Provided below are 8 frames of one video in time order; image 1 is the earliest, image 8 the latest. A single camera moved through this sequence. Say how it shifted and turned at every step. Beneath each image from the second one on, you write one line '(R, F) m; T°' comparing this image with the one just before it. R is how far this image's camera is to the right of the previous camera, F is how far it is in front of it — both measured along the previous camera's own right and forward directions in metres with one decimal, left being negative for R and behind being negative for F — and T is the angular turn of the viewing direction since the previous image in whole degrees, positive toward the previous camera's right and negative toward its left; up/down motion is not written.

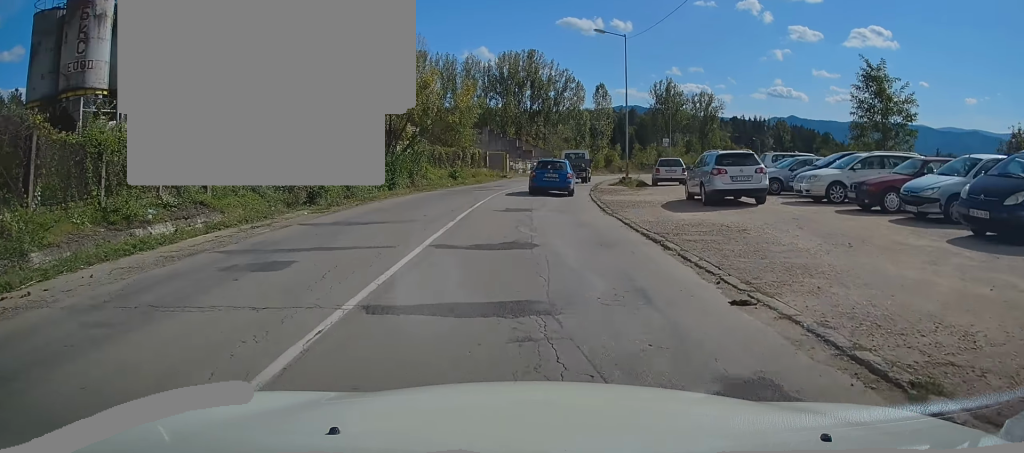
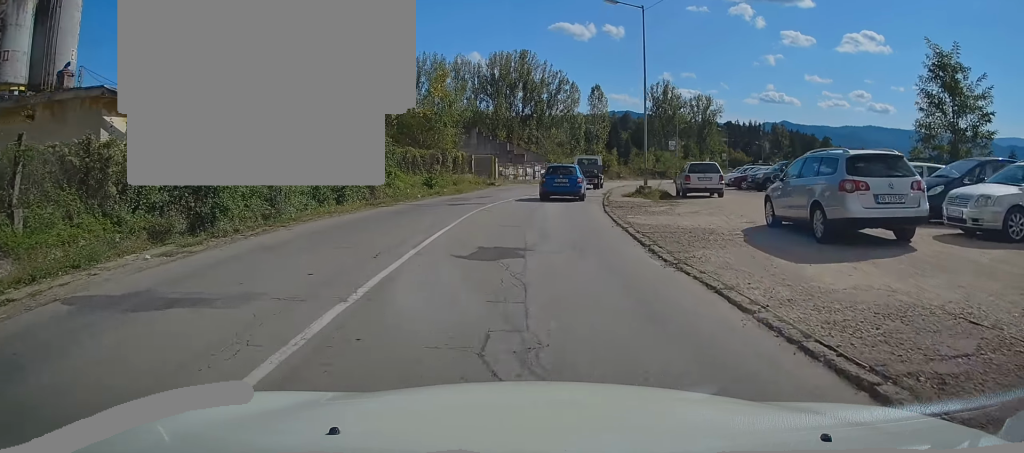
(0.0, +7.8) m; 0°
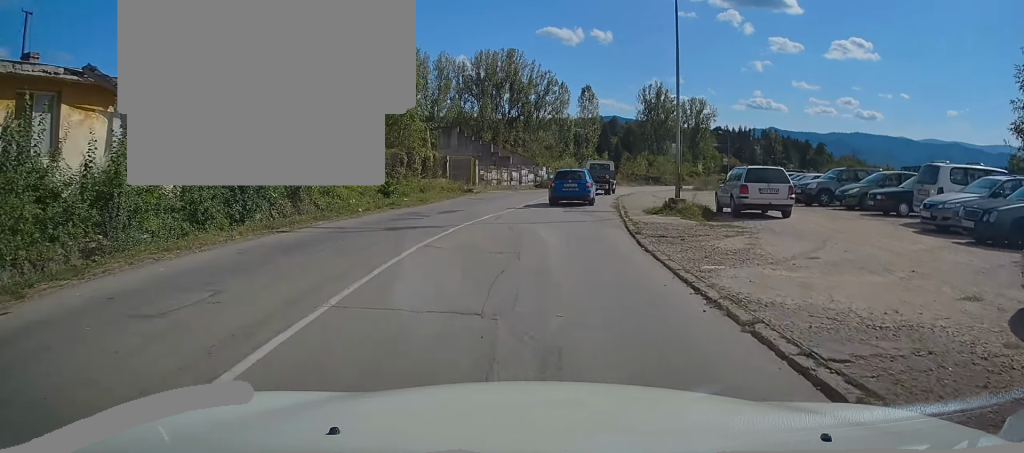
(+0.1, +8.2) m; 0°
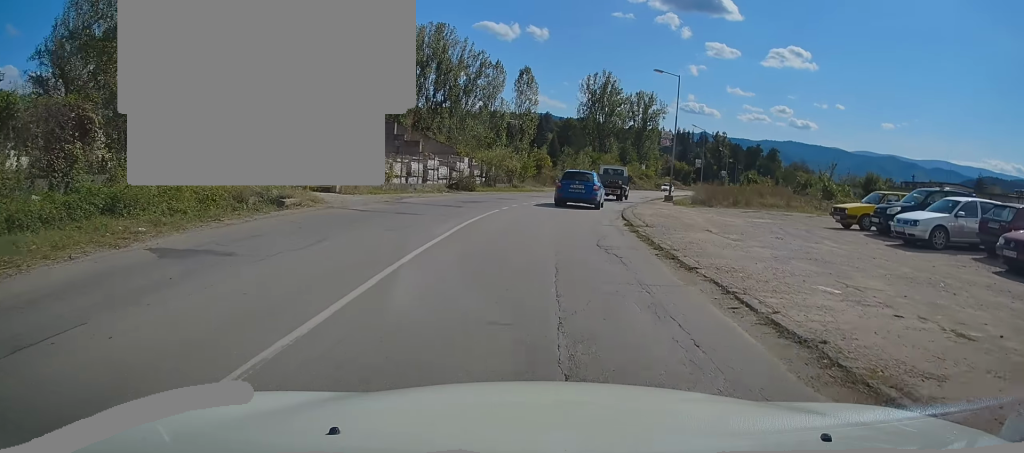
(+0.9, +22.5) m; +6°
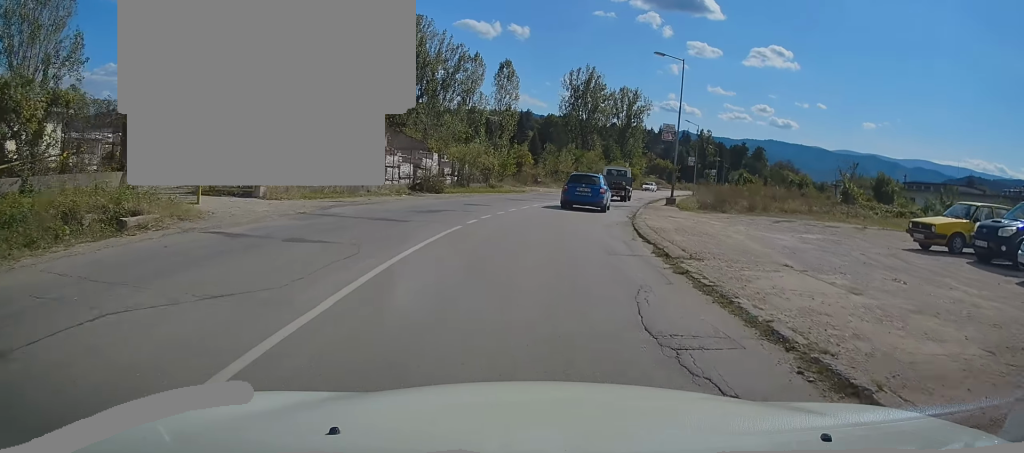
(+0.1, +6.1) m; +2°
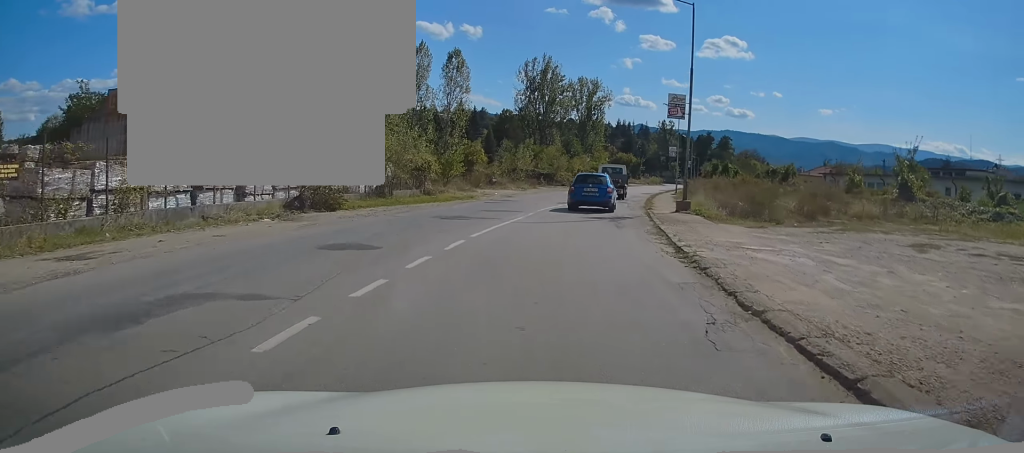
(+0.3, +11.7) m; +3°
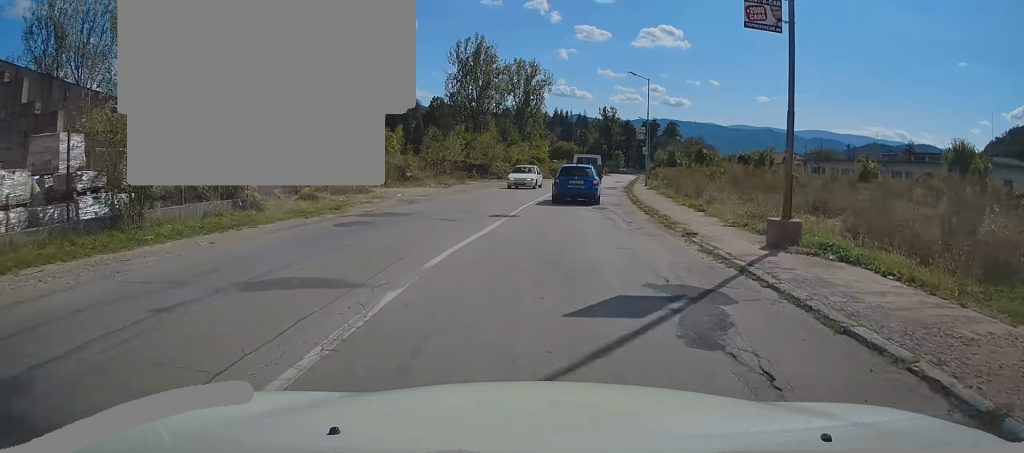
(+0.7, +15.4) m; +5°
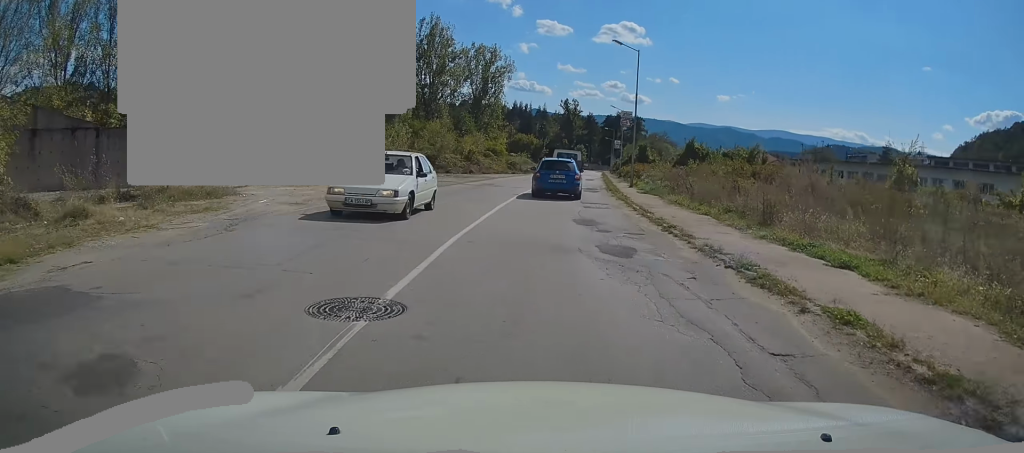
(+0.4, +11.7) m; +4°
